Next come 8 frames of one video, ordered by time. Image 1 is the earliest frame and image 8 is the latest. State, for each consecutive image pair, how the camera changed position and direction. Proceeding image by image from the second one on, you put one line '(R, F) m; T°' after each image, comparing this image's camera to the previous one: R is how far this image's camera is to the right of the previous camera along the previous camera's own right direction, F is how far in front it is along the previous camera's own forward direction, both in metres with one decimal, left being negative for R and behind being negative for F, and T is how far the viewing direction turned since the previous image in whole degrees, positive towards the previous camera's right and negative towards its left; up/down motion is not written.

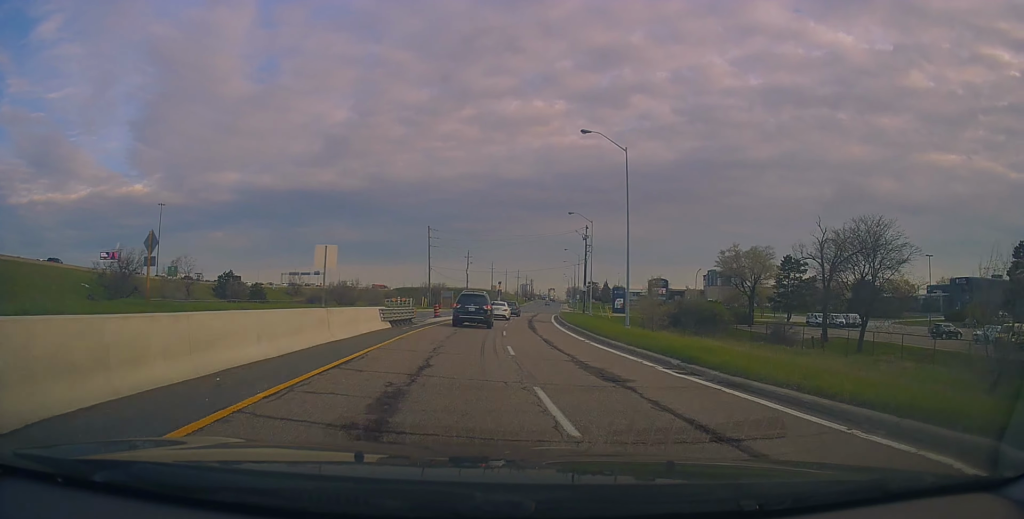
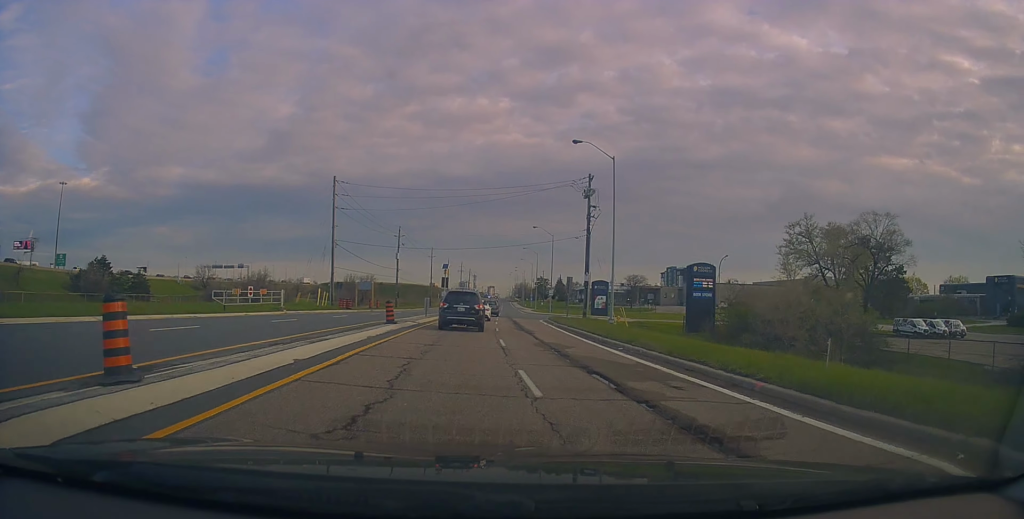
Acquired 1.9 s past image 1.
(+2.0, +34.0) m; +7°
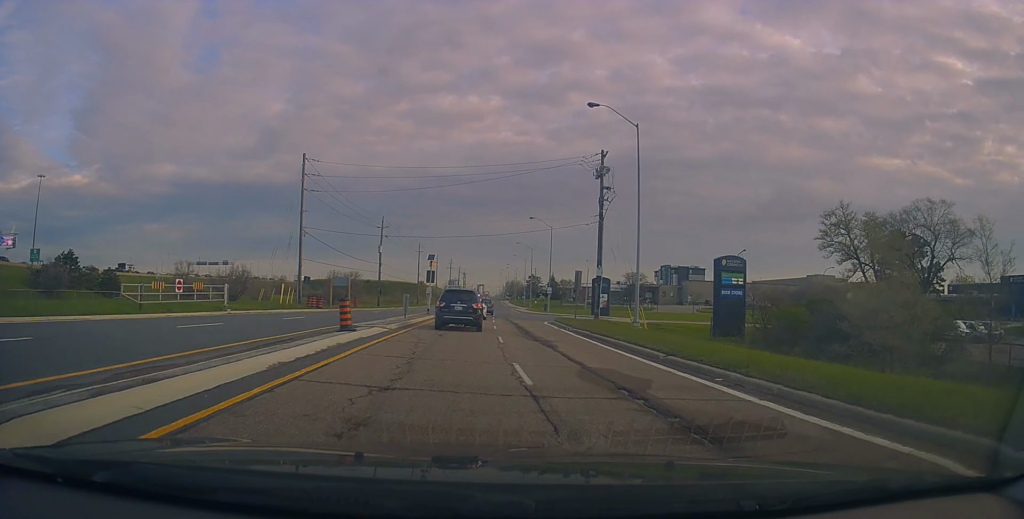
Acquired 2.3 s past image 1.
(-0.1, +8.6) m; +2°
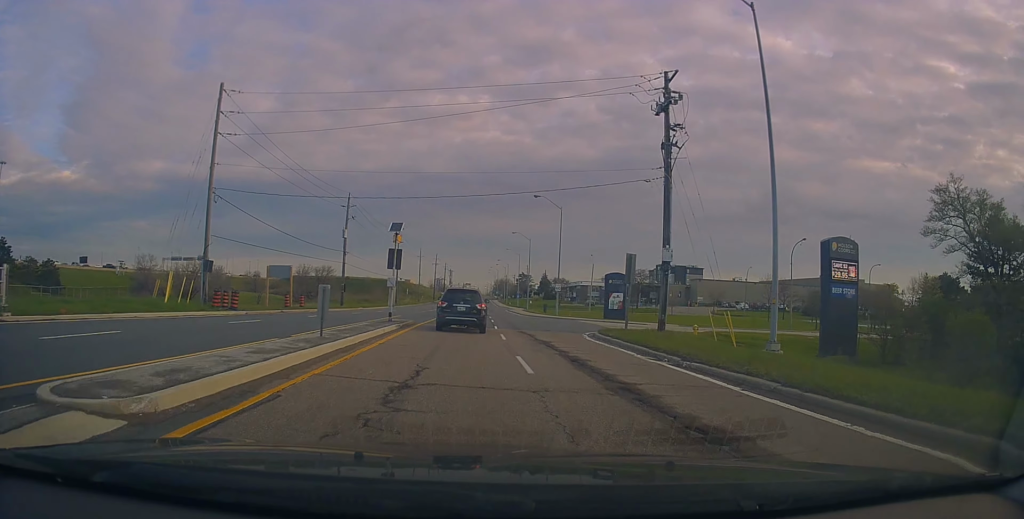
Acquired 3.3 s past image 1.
(+0.9, +17.2) m; +3°
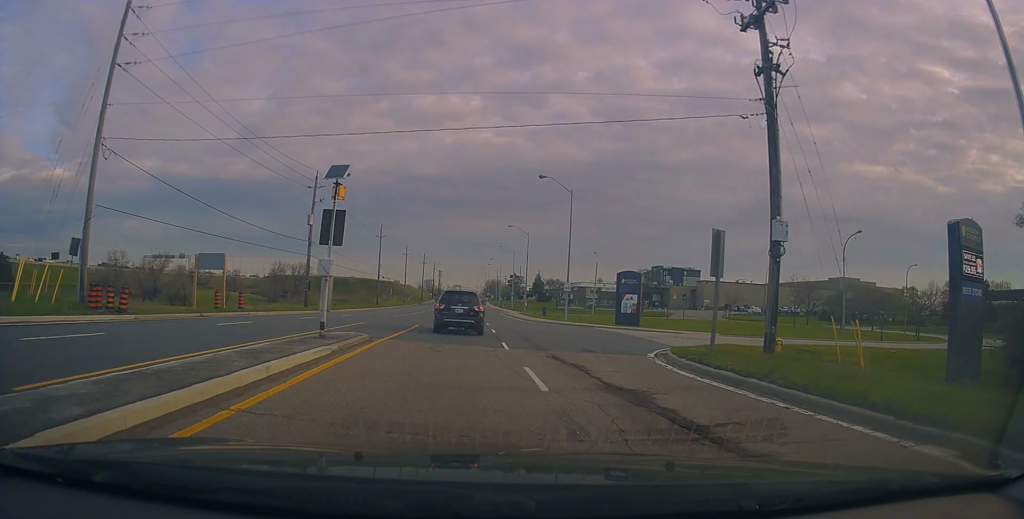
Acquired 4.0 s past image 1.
(-0.1, +11.0) m; +1°
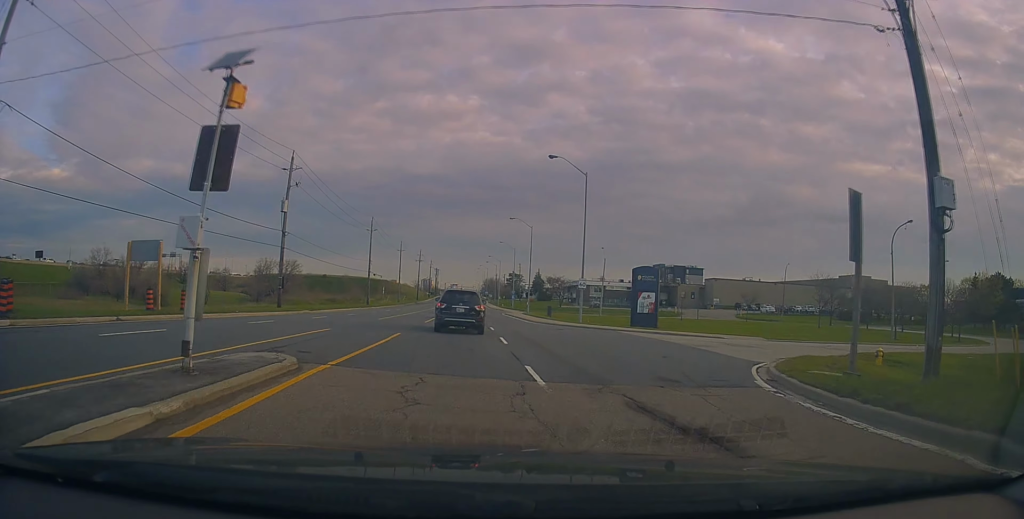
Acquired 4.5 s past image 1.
(0.0, +7.4) m; +1°
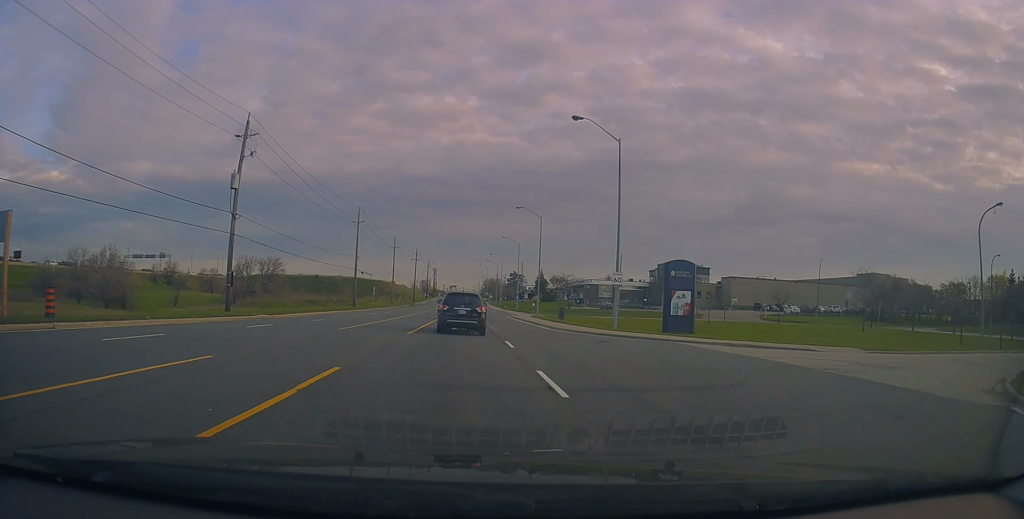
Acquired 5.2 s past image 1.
(+0.4, +10.2) m; +1°
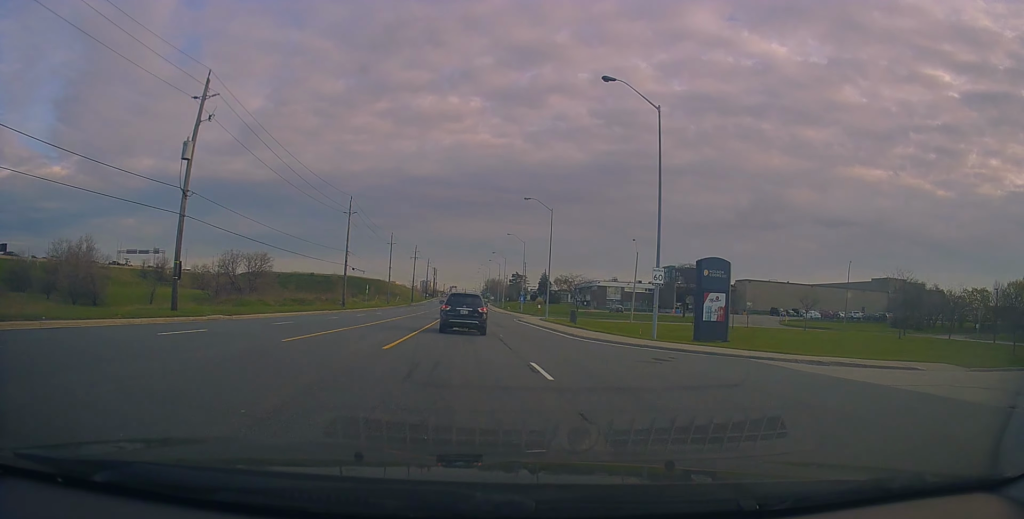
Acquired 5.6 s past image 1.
(-0.1, +7.1) m; 0°
